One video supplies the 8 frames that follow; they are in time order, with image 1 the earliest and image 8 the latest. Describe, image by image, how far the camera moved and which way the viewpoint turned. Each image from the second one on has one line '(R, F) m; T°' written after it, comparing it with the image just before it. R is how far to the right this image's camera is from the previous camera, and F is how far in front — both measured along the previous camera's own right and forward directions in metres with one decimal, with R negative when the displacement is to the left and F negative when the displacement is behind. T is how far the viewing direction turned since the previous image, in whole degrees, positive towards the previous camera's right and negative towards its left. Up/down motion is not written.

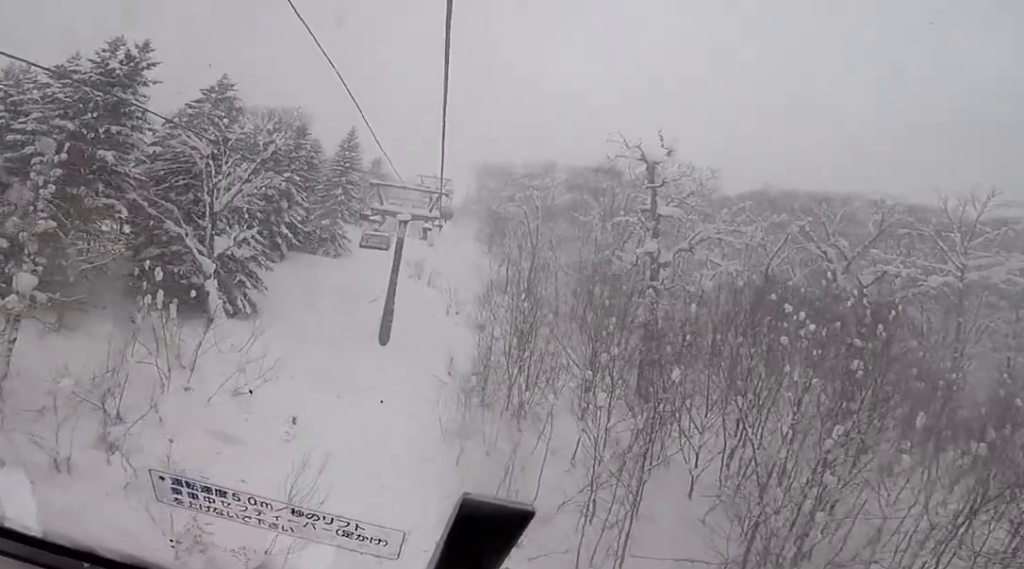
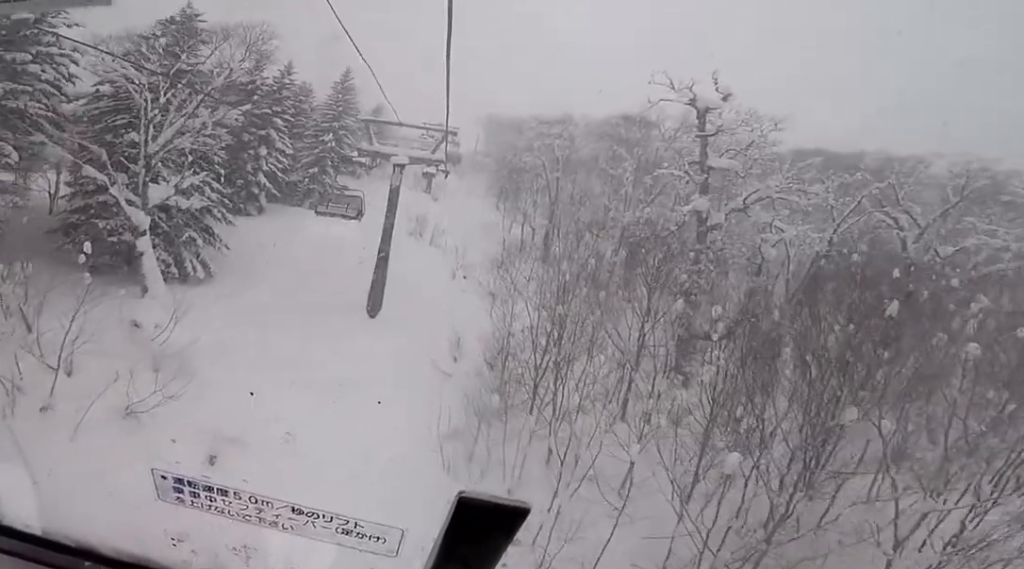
(+0.1, +6.5) m; 0°
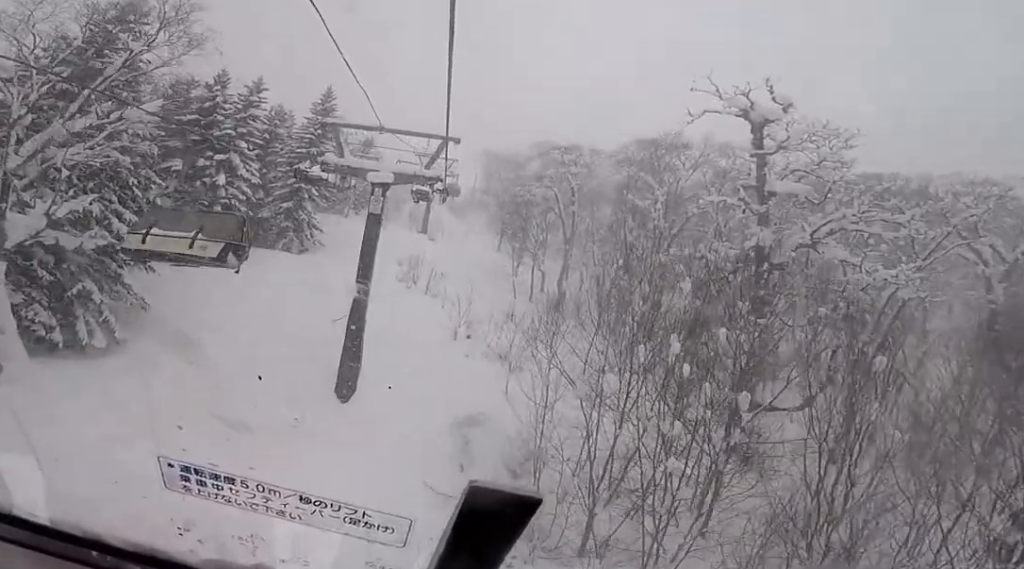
(-0.7, +6.4) m; -7°
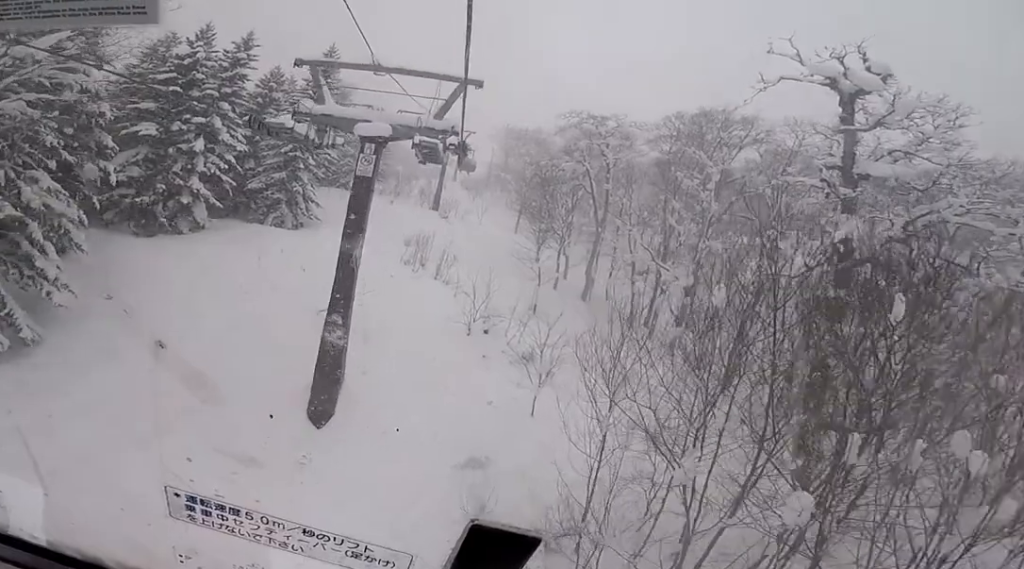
(+0.2, +4.5) m; +6°
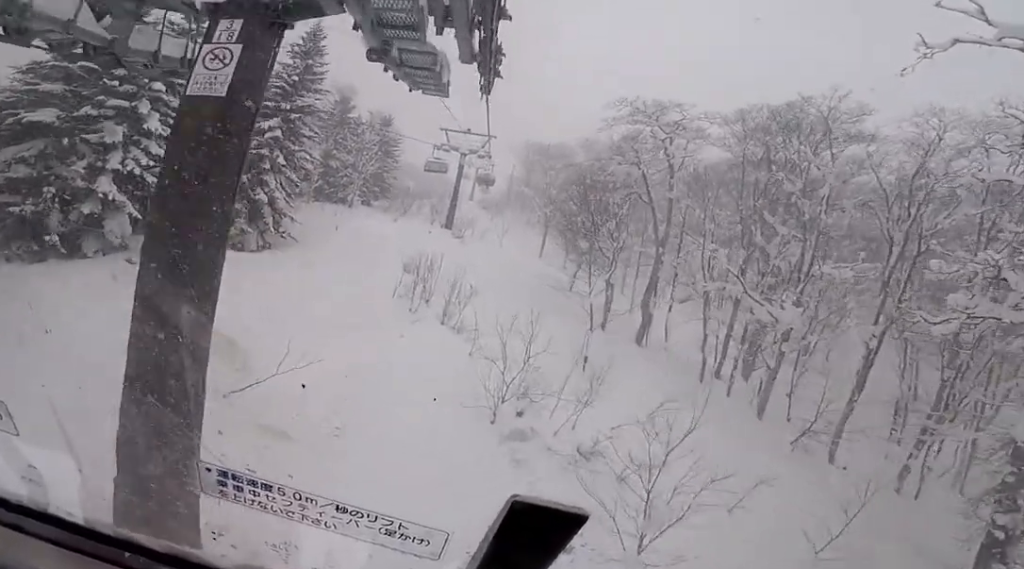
(-0.1, +7.7) m; +2°
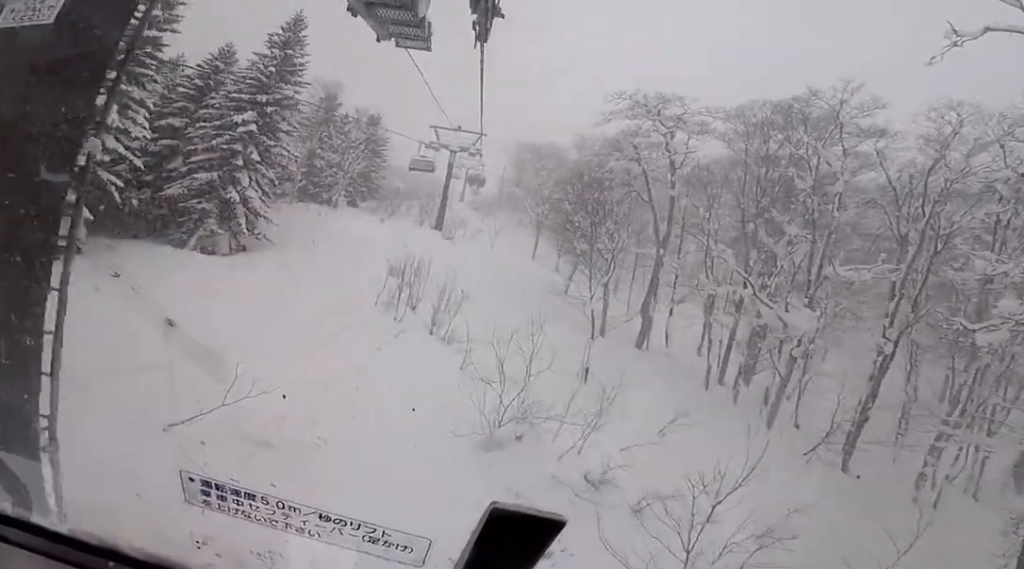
(+0.2, +1.8) m; +7°
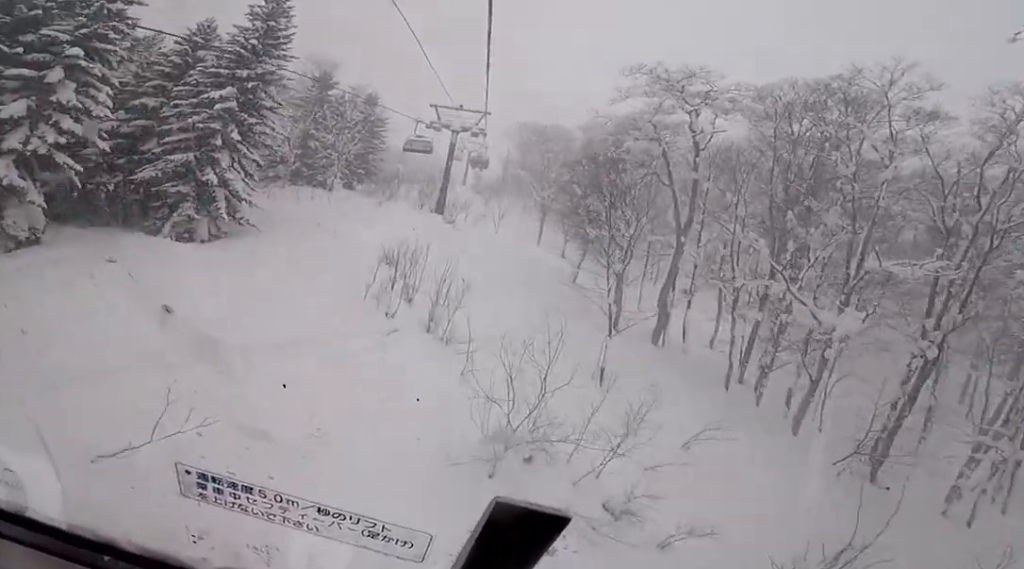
(0.0, +1.9) m; +8°
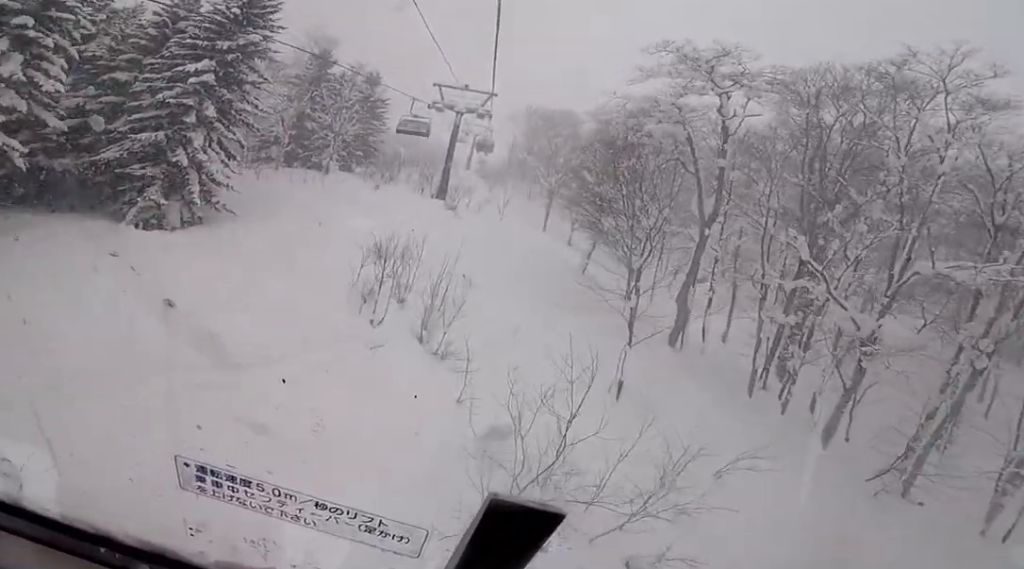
(+0.3, +1.9) m; -4°
